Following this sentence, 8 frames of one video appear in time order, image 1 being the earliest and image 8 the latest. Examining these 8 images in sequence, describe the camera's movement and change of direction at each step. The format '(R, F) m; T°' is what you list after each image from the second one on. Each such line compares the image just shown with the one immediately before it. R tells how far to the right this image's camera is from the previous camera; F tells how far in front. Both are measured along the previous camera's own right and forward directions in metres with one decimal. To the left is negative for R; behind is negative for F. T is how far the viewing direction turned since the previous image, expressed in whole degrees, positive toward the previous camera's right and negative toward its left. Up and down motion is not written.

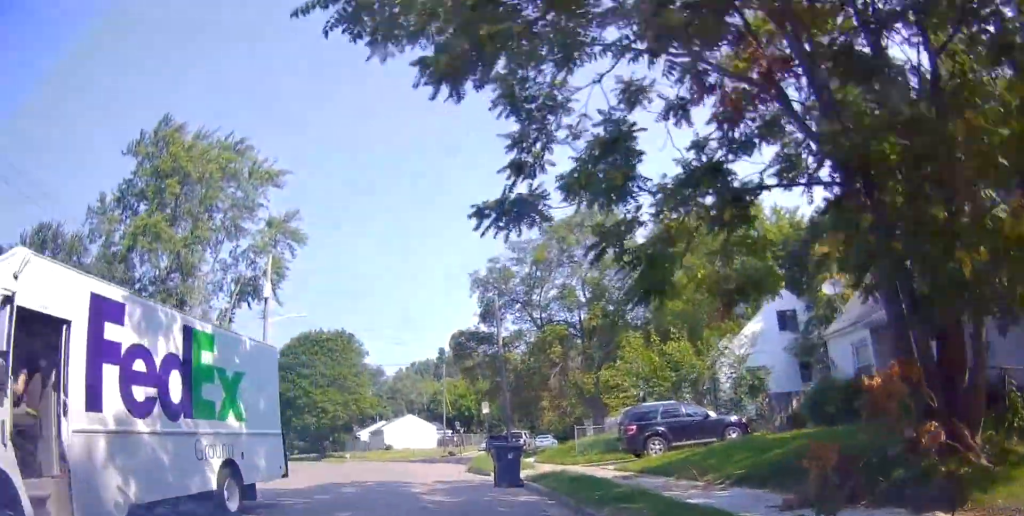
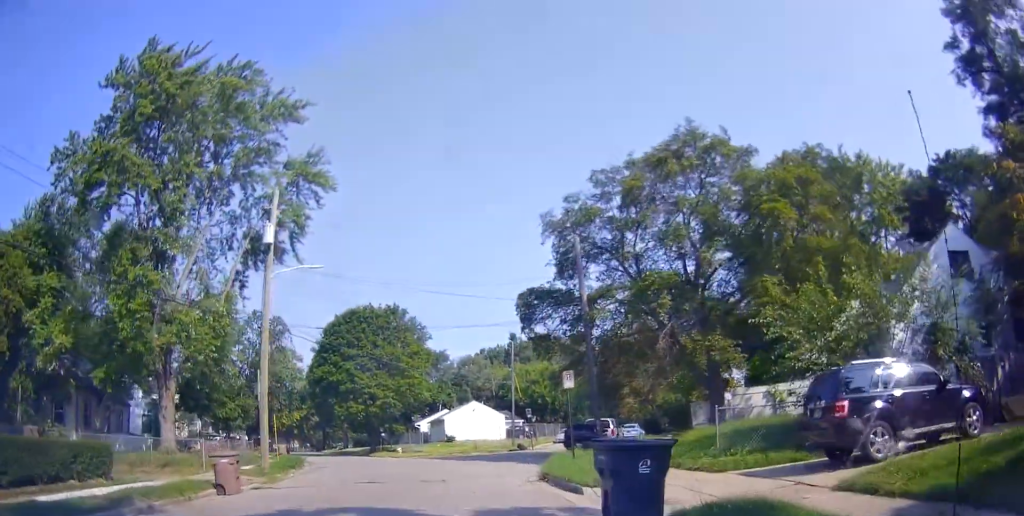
(-1.0, +8.3) m; -3°
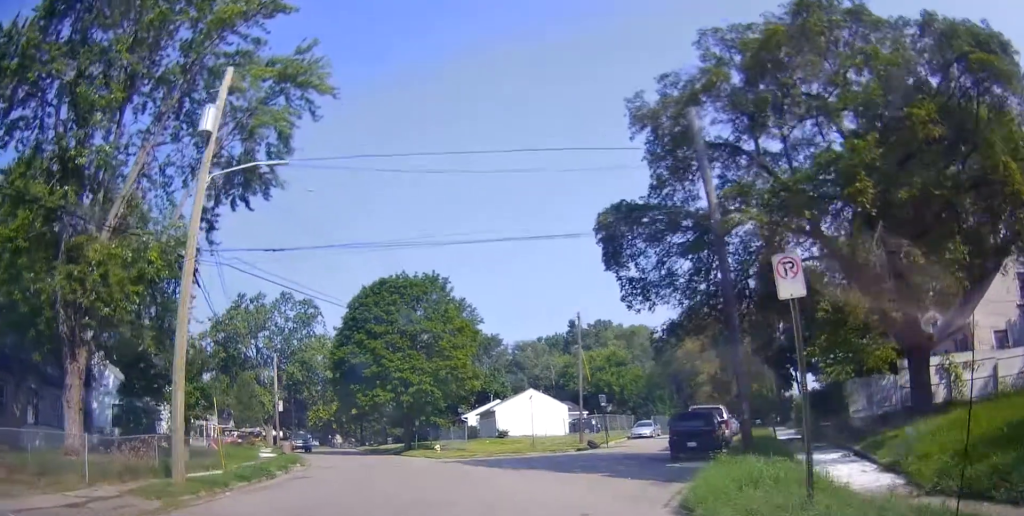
(+0.3, +10.4) m; -3°
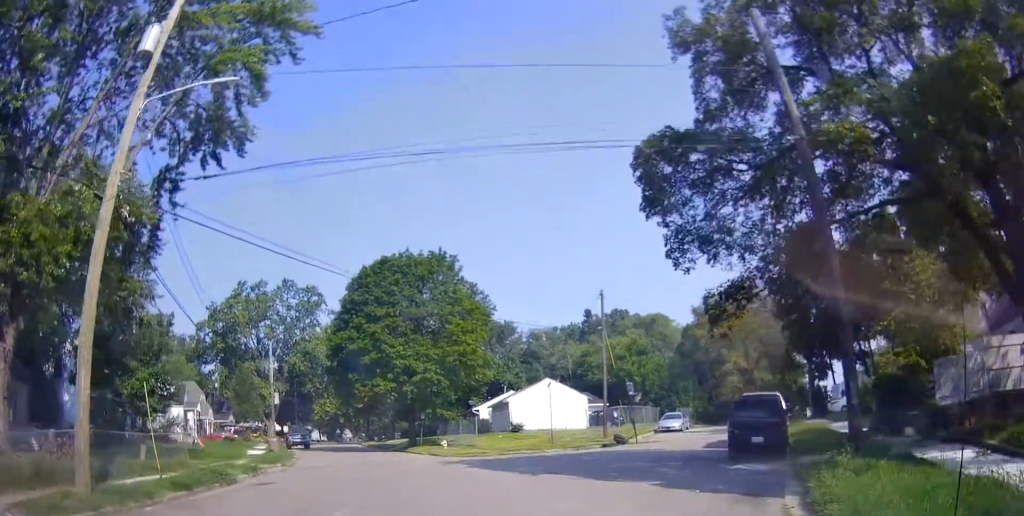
(-0.2, +4.5) m; -5°
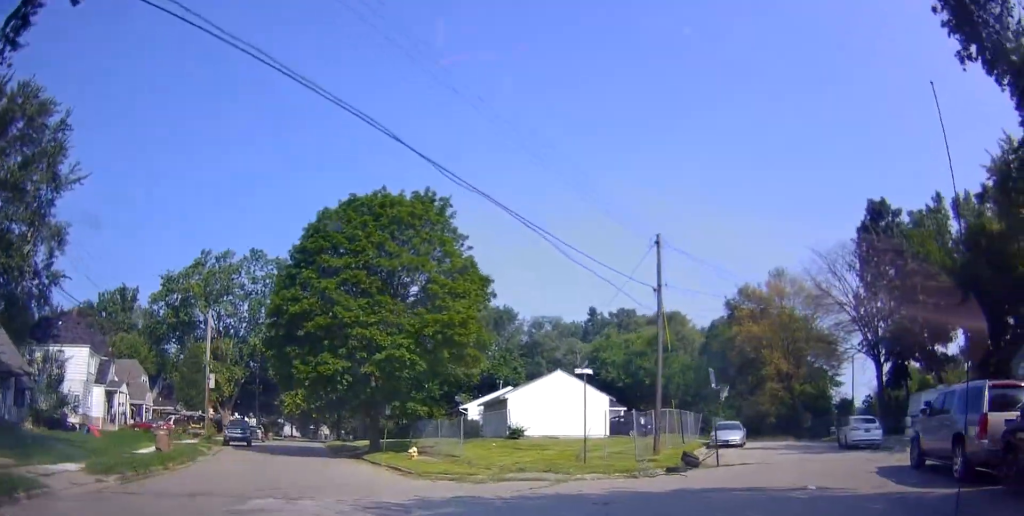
(-0.7, +12.1) m; +2°
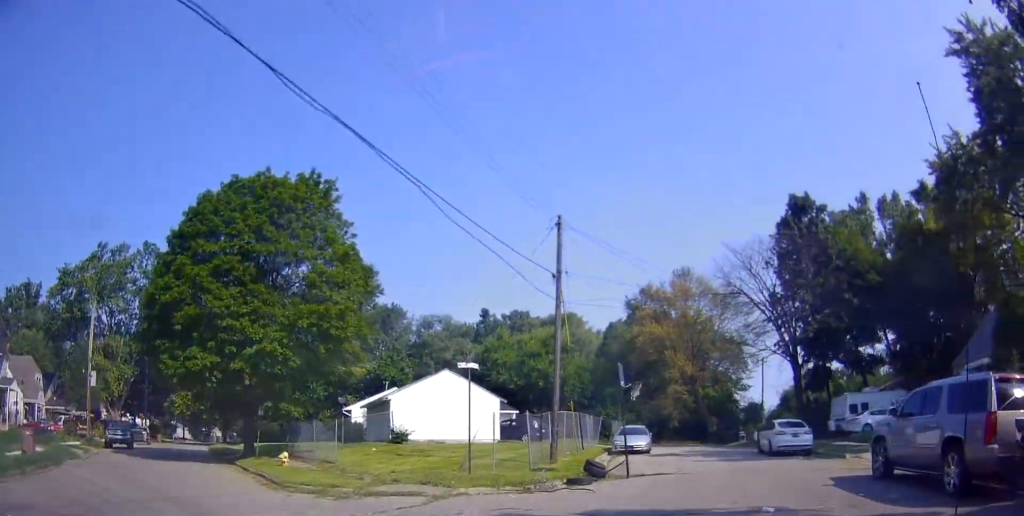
(+0.1, +3.7) m; +7°
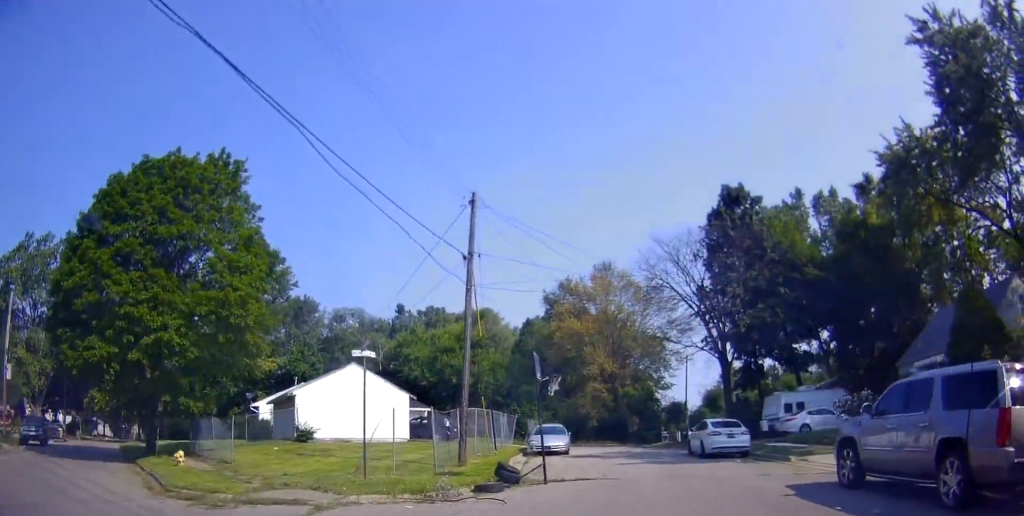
(+0.3, +2.6) m; +7°
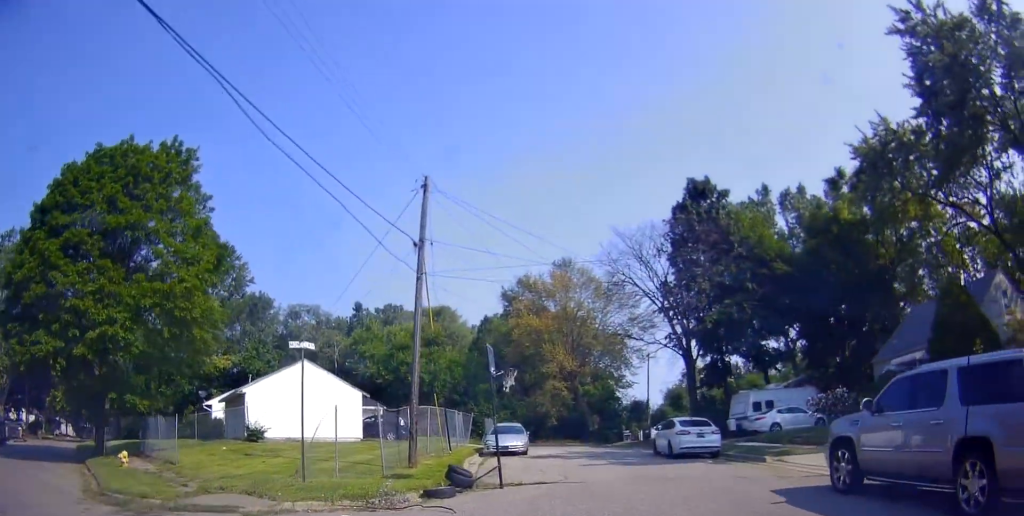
(0.0, +1.9) m; +3°
